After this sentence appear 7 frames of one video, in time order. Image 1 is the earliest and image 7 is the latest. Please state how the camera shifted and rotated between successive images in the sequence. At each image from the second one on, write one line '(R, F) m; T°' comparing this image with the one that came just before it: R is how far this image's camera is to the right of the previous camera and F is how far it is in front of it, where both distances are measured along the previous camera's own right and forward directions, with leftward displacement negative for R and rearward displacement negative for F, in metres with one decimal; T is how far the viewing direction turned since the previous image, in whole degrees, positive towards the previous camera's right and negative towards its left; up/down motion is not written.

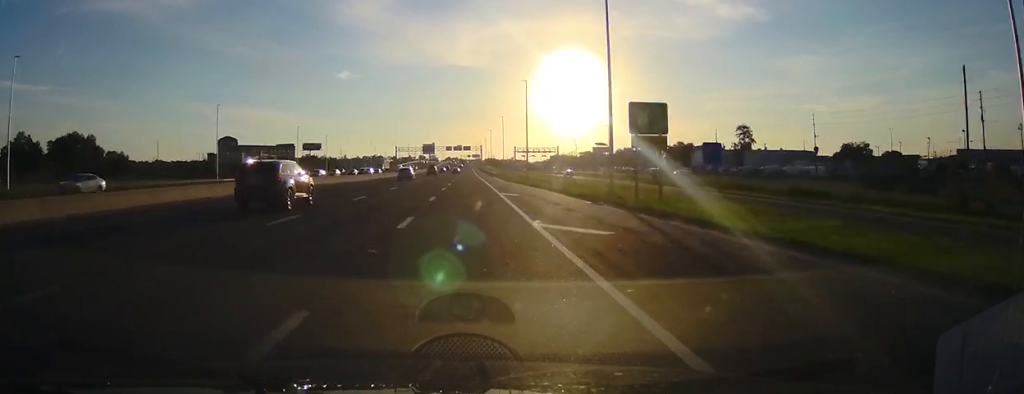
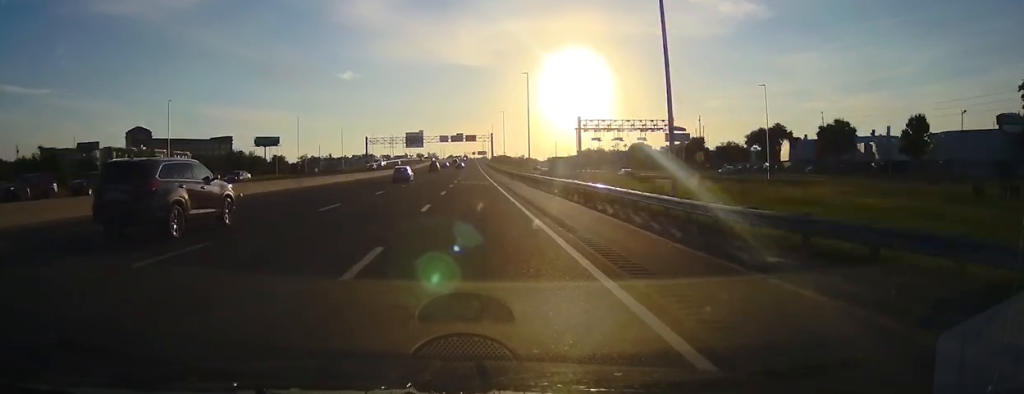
(-0.2, +93.3) m; 0°
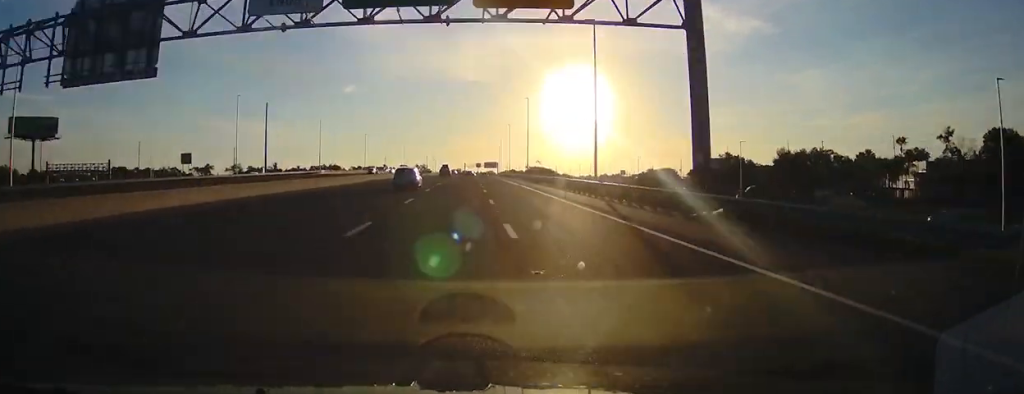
(-0.4, +243.4) m; 0°
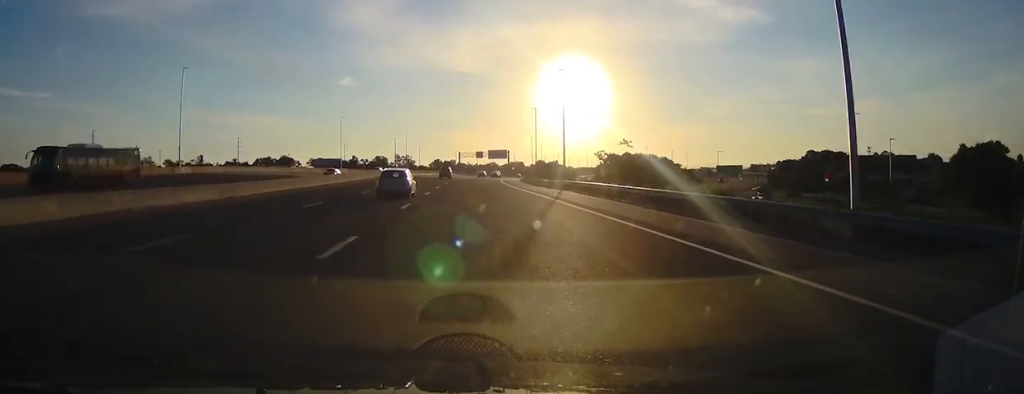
(+0.3, +143.2) m; +2°
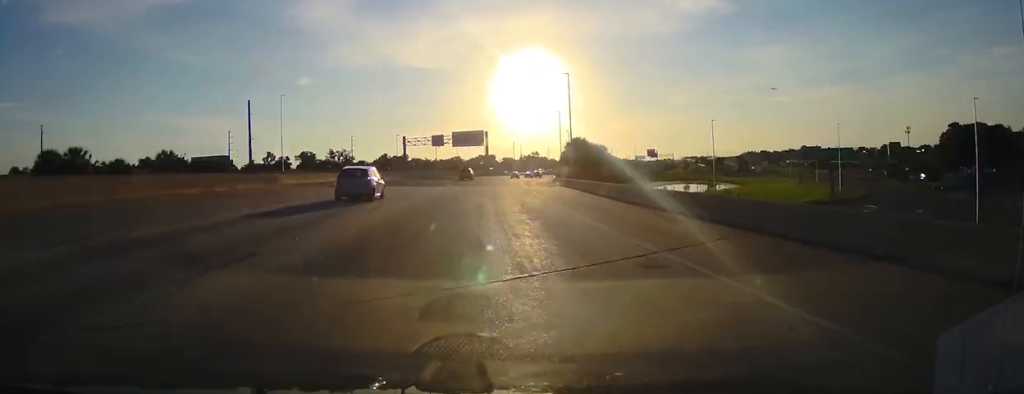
(+4.6, +113.5) m; +7°
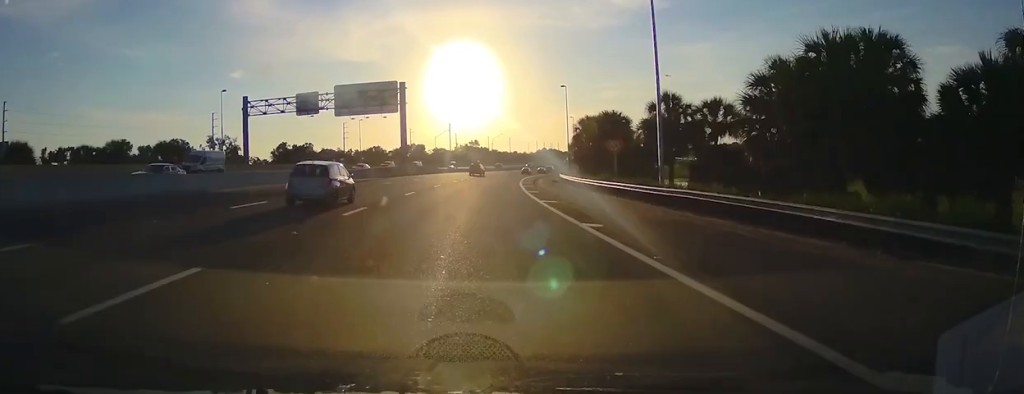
(+6.1, +81.1) m; +7°
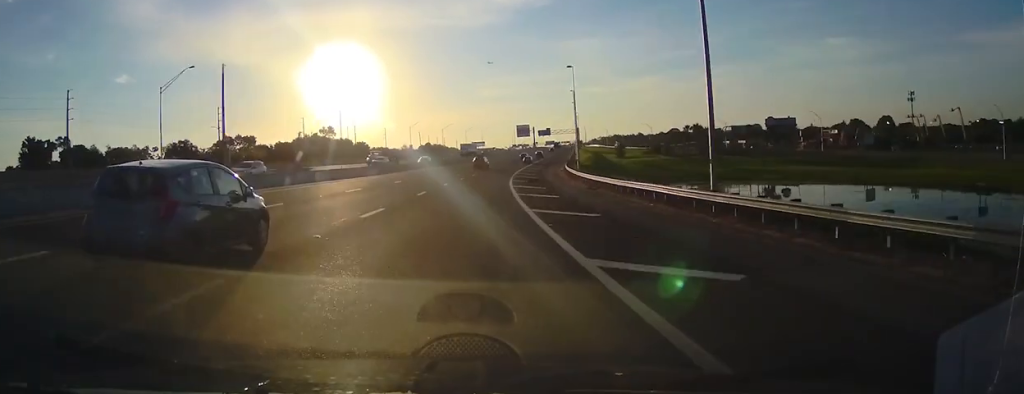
(+9.7, +102.1) m; +10°
